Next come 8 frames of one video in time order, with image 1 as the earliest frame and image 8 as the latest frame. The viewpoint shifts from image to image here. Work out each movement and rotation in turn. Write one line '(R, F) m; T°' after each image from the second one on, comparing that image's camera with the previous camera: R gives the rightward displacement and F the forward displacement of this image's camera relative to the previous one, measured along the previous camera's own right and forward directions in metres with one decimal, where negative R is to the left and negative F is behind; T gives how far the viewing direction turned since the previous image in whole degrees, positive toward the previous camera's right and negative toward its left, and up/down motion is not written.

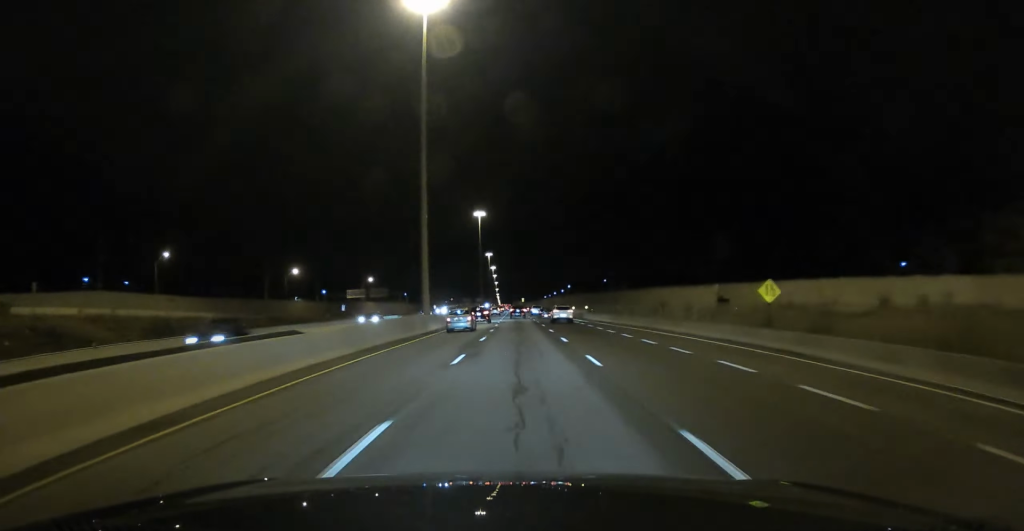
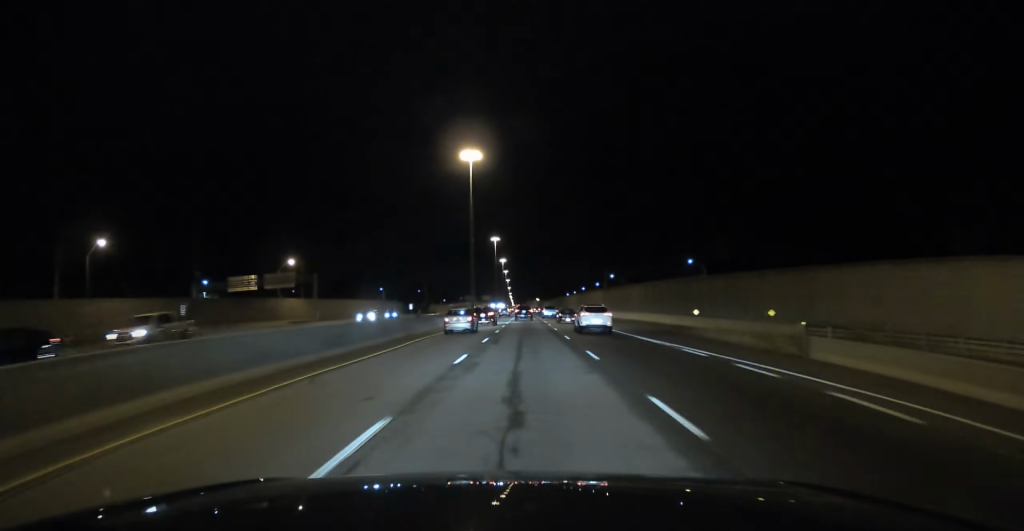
(-0.6, +77.7) m; -1°
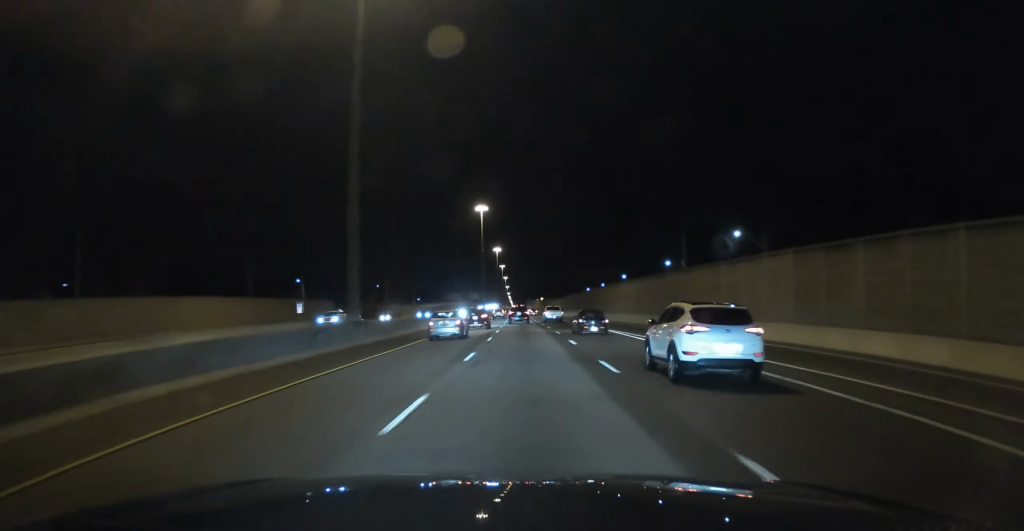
(-0.3, +84.1) m; 0°
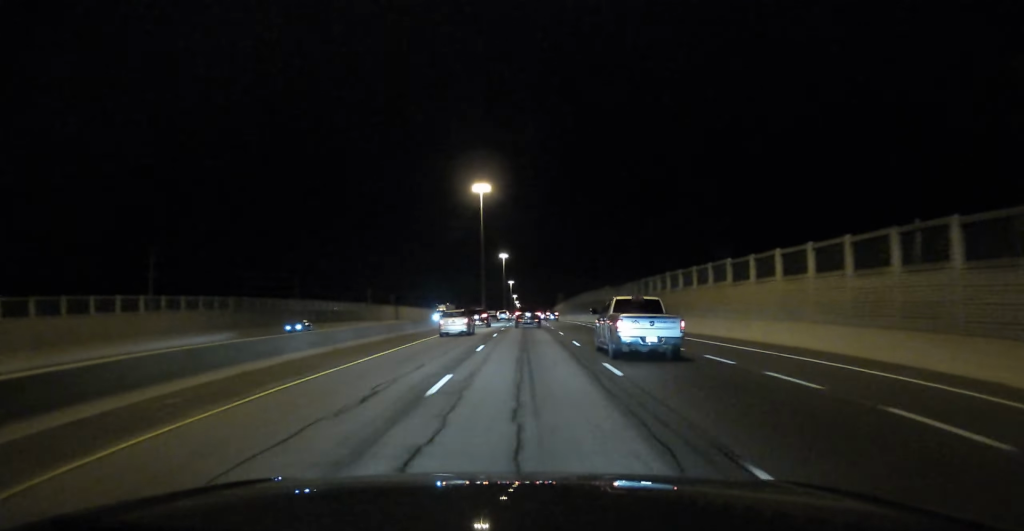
(-2.4, +348.3) m; -1°
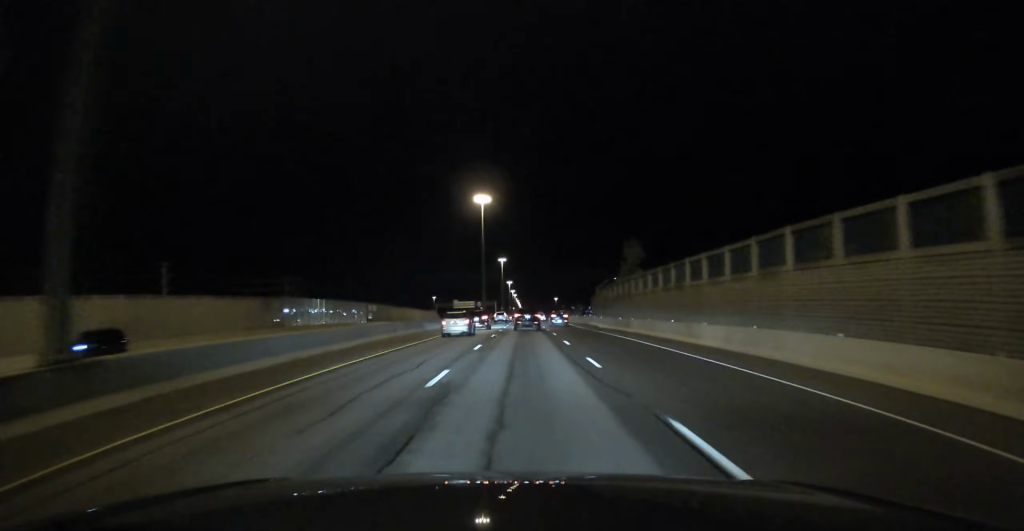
(0.0, +140.1) m; 0°
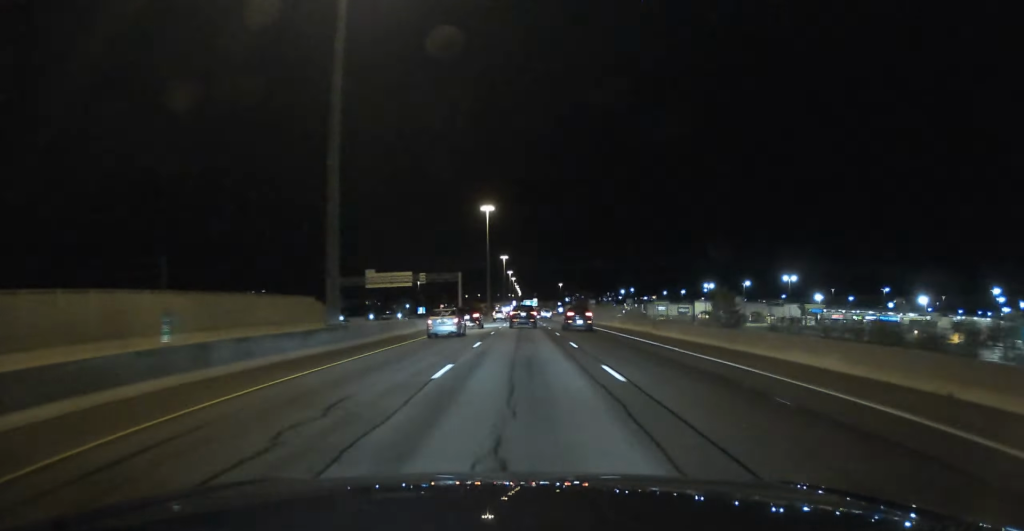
(+0.2, +130.4) m; 0°
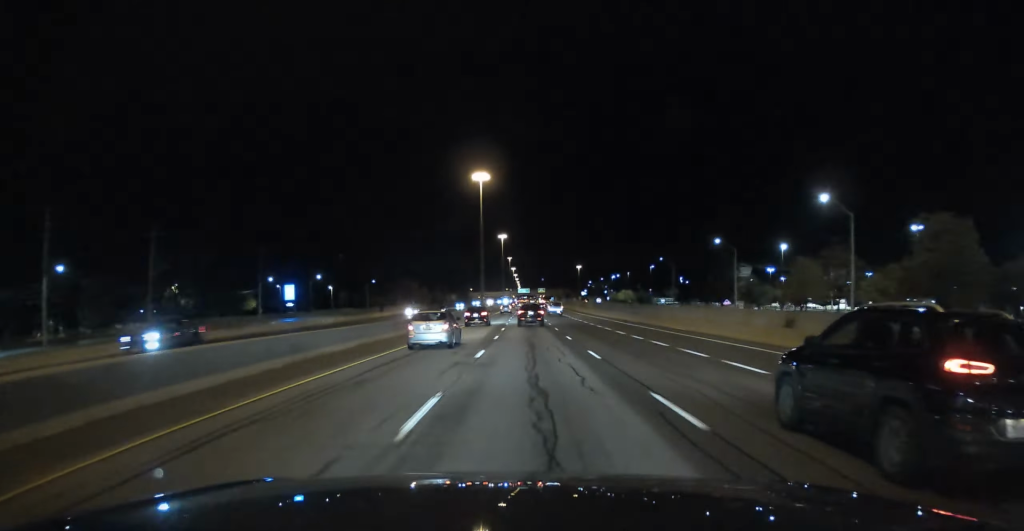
(-0.9, +333.0) m; 0°
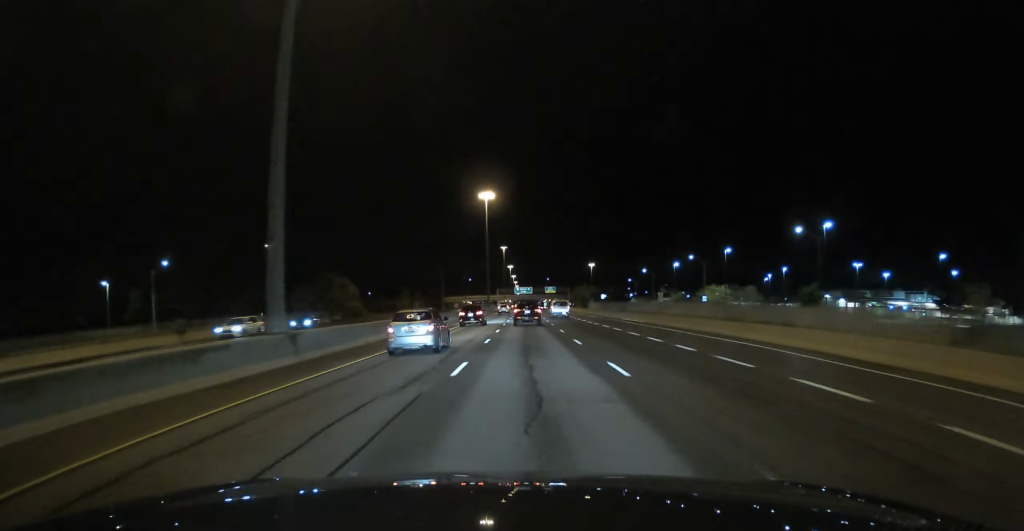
(+0.4, +124.2) m; 0°
